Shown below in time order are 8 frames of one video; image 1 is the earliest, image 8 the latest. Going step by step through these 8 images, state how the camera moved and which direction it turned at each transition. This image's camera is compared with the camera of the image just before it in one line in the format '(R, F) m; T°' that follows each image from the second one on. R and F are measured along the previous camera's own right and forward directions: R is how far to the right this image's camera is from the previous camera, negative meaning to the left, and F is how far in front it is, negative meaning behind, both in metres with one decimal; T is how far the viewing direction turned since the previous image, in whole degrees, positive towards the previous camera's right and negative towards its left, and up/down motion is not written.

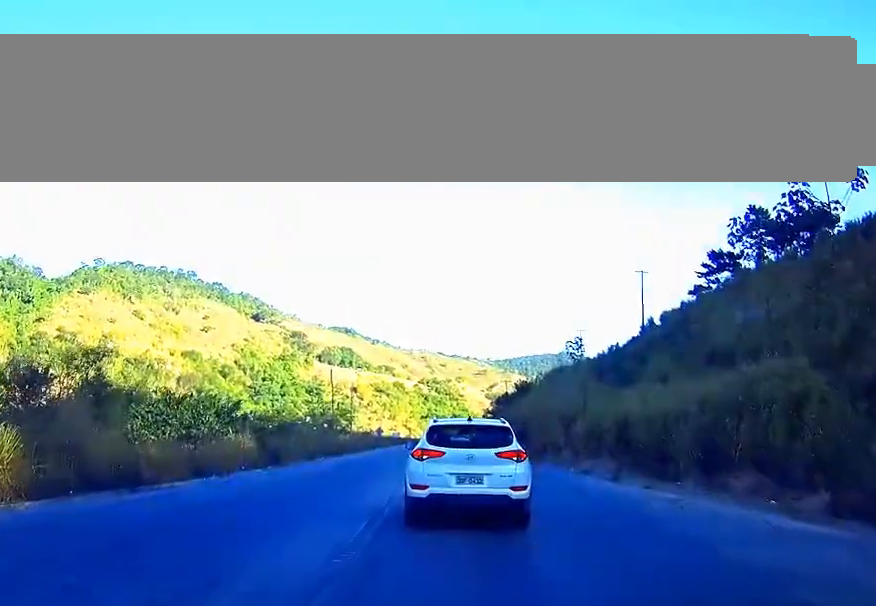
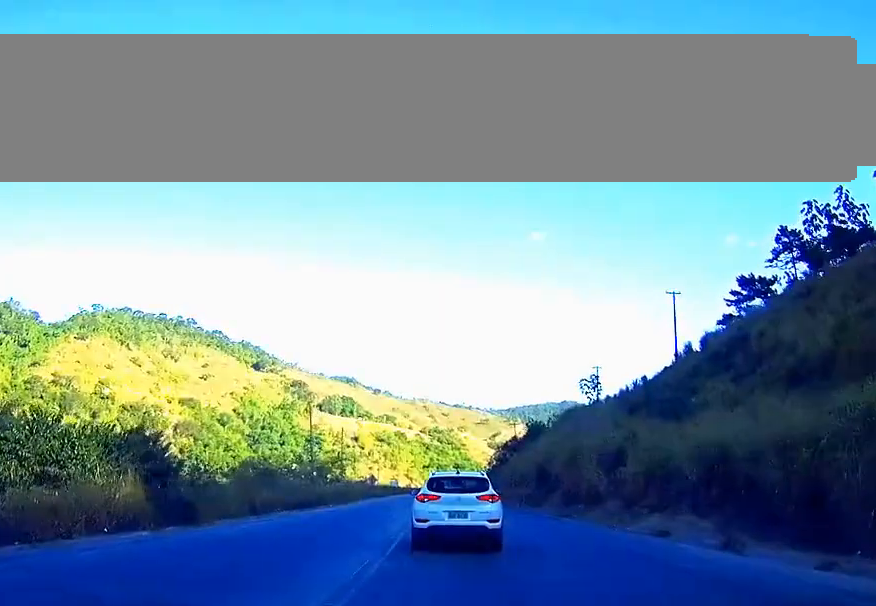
(-0.1, +13.5) m; 0°
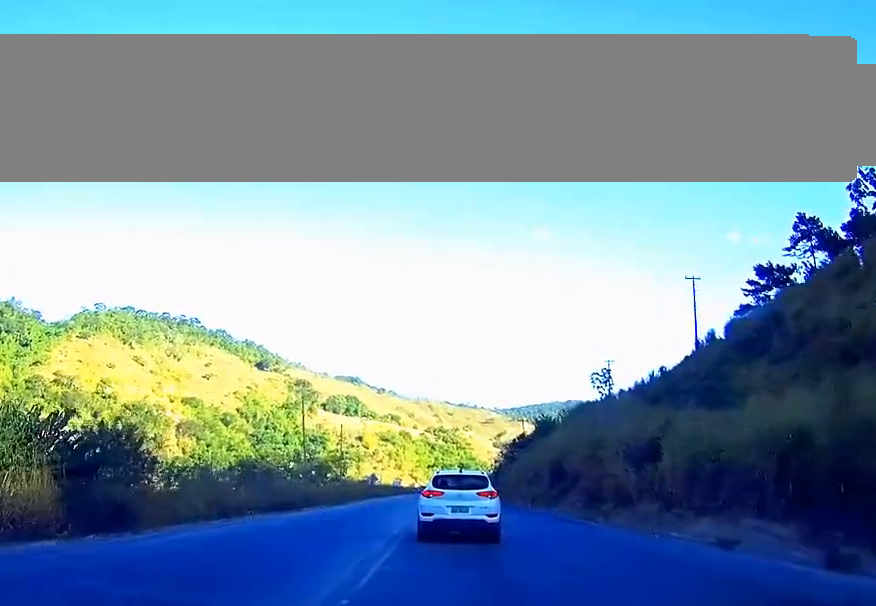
(0.0, +6.1) m; 0°
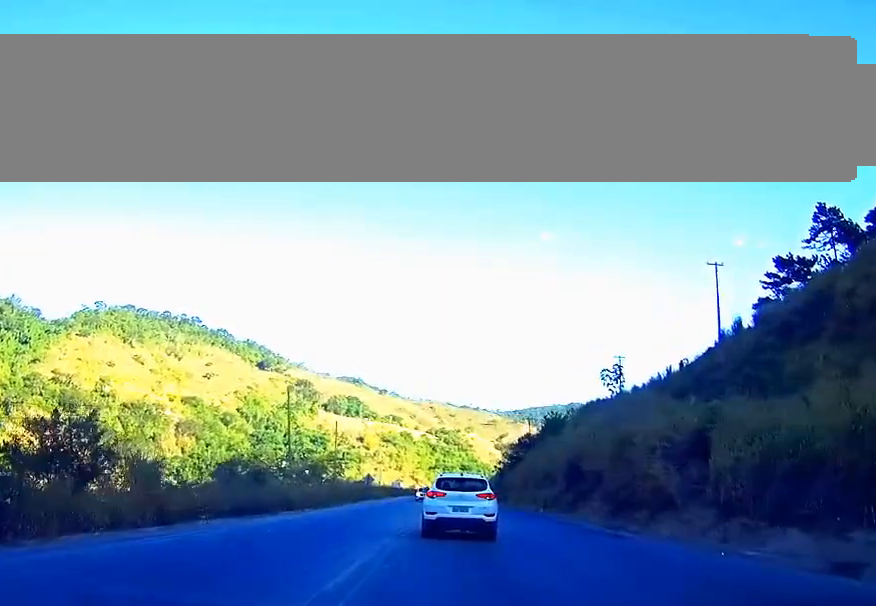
(0.0, +6.7) m; 0°
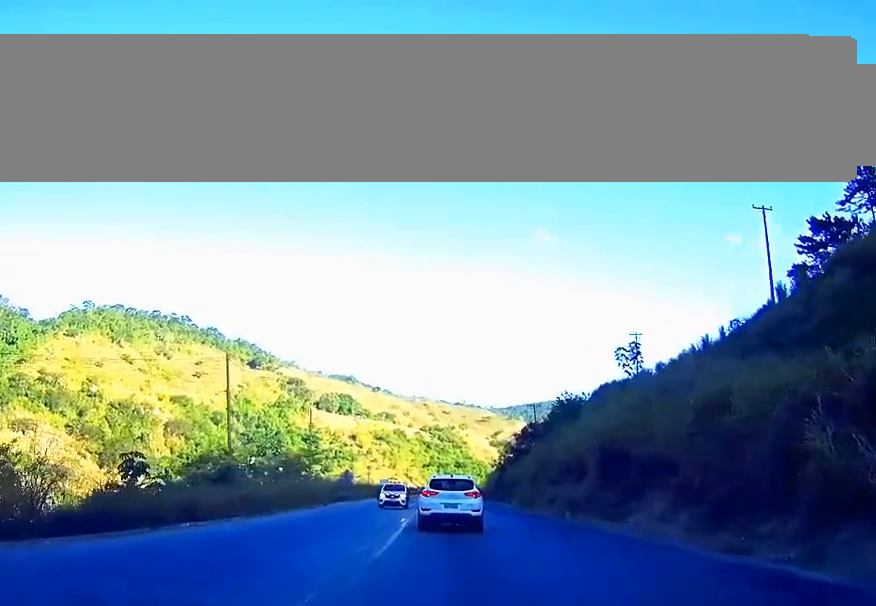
(0.0, +15.1) m; 0°
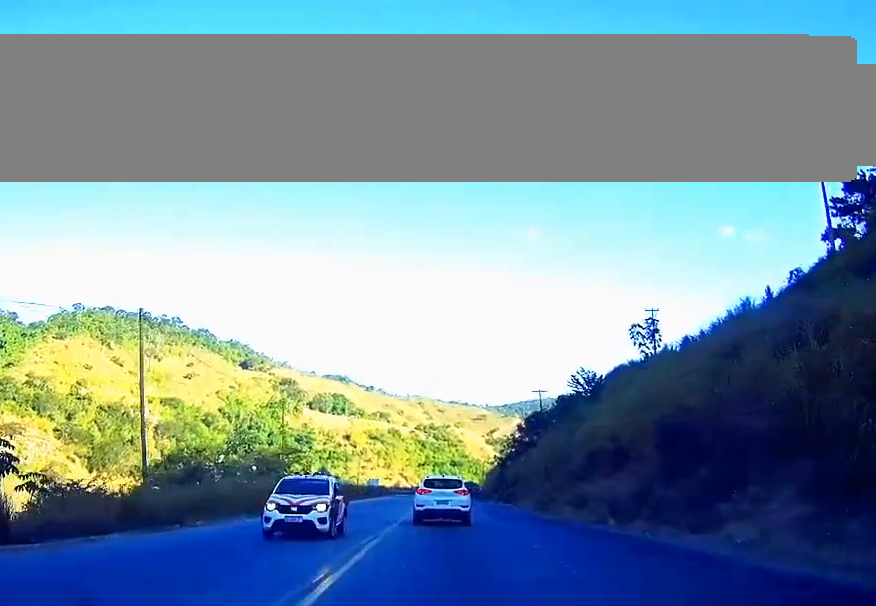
(0.0, +12.3) m; +1°
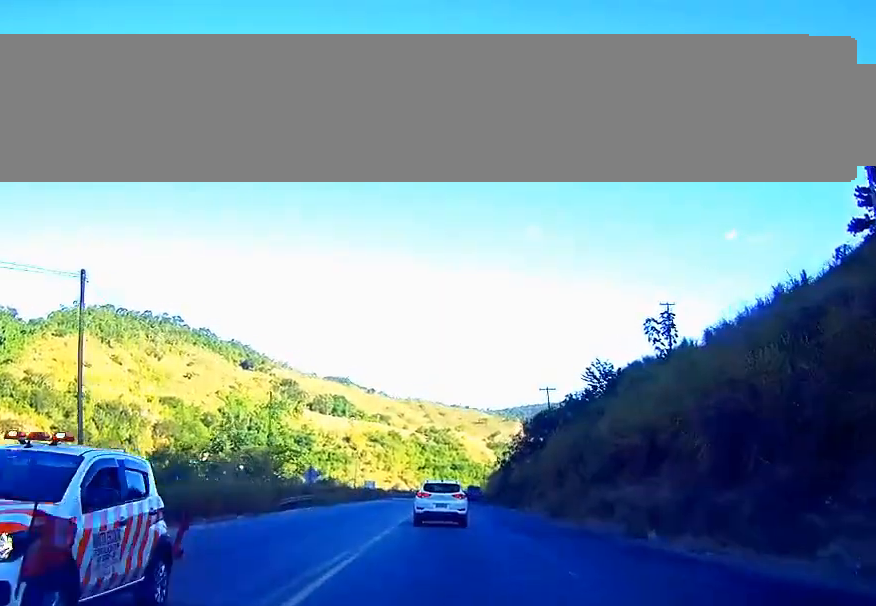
(+0.1, +6.1) m; 0°
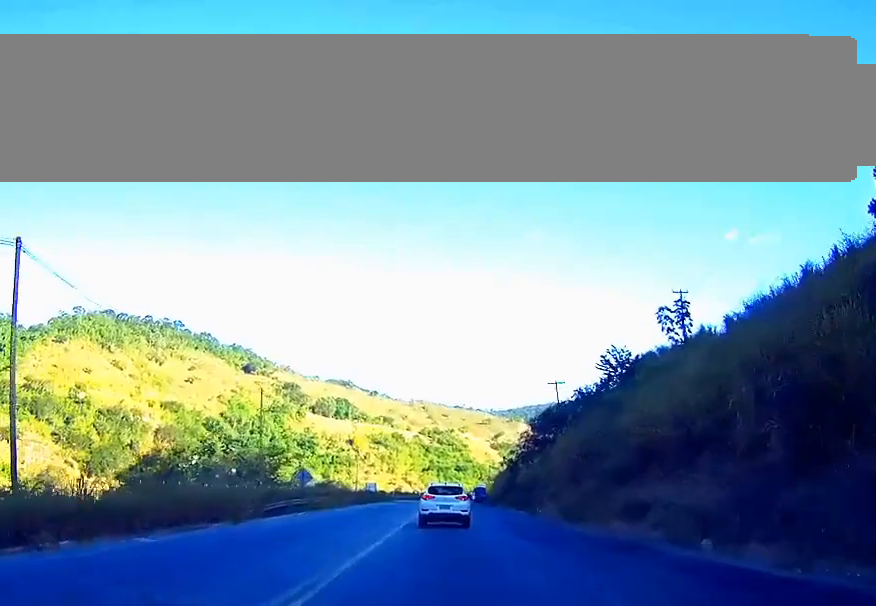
(0.0, +4.7) m; 0°
